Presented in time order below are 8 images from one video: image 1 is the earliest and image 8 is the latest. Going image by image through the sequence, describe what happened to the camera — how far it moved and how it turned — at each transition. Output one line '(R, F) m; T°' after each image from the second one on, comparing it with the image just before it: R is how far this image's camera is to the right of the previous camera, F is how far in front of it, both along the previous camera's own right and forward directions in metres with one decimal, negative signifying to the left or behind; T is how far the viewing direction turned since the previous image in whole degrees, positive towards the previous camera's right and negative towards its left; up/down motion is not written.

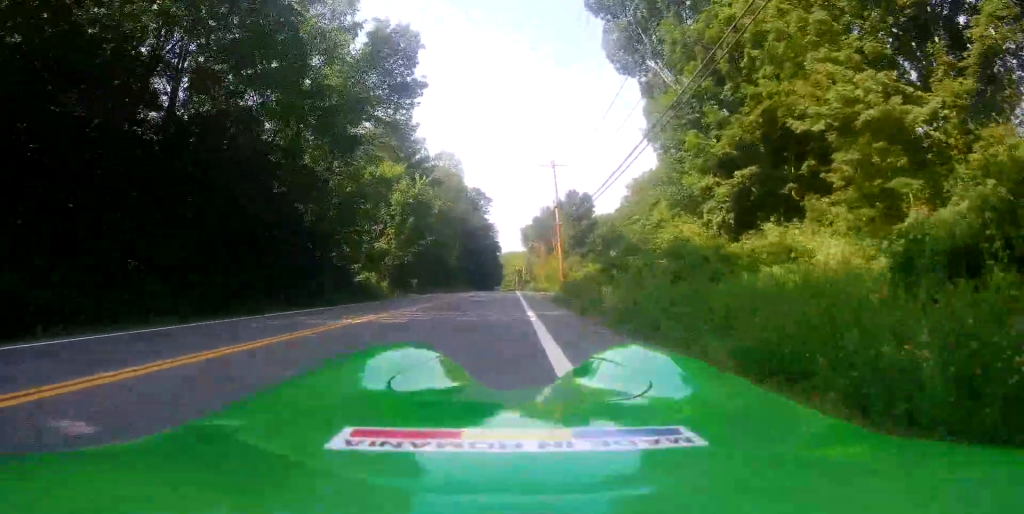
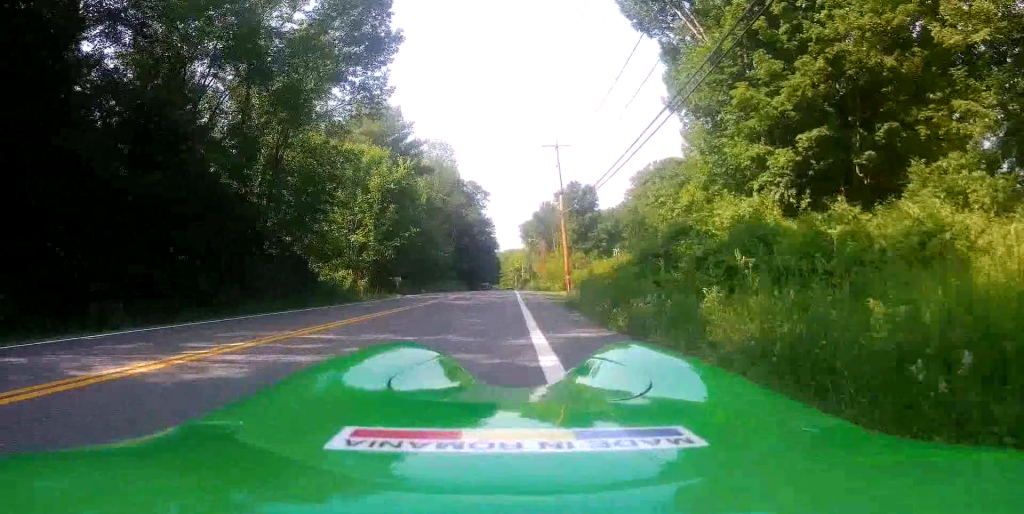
(-0.1, +6.8) m; -1°
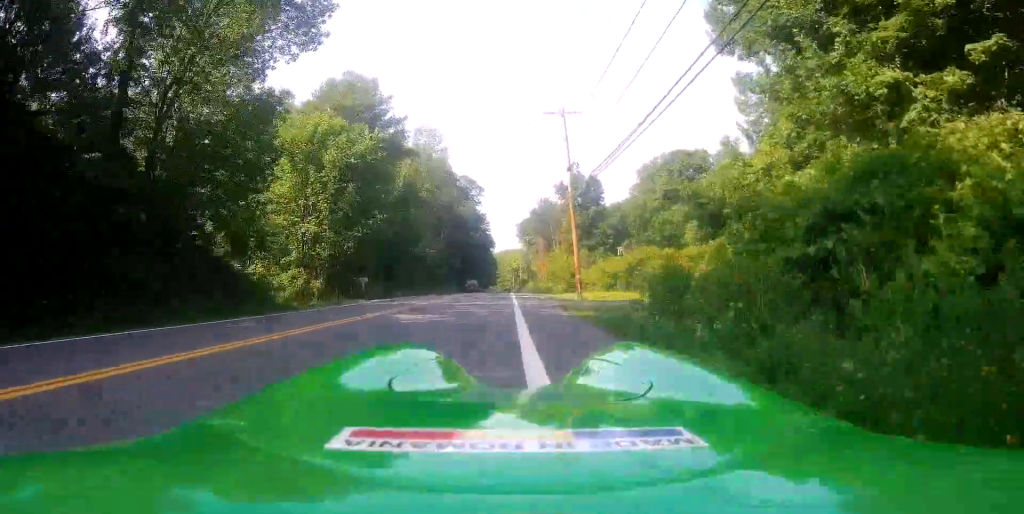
(-0.1, +10.0) m; 0°
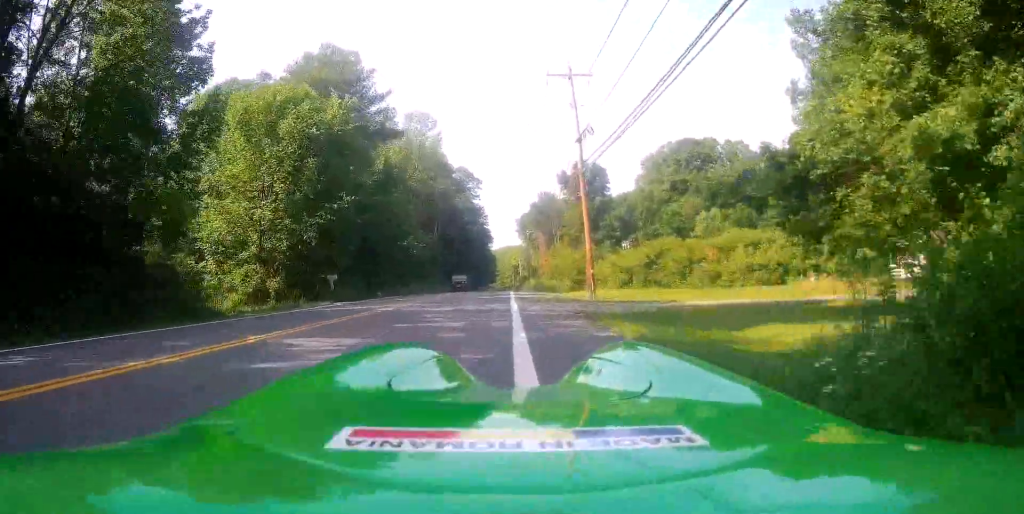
(0.0, +6.6) m; +1°
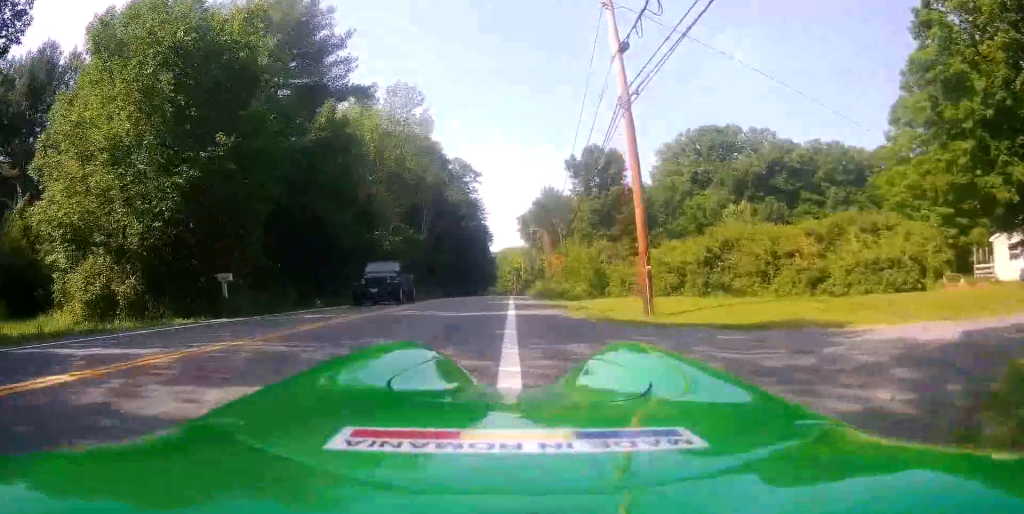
(+0.2, +11.3) m; 0°
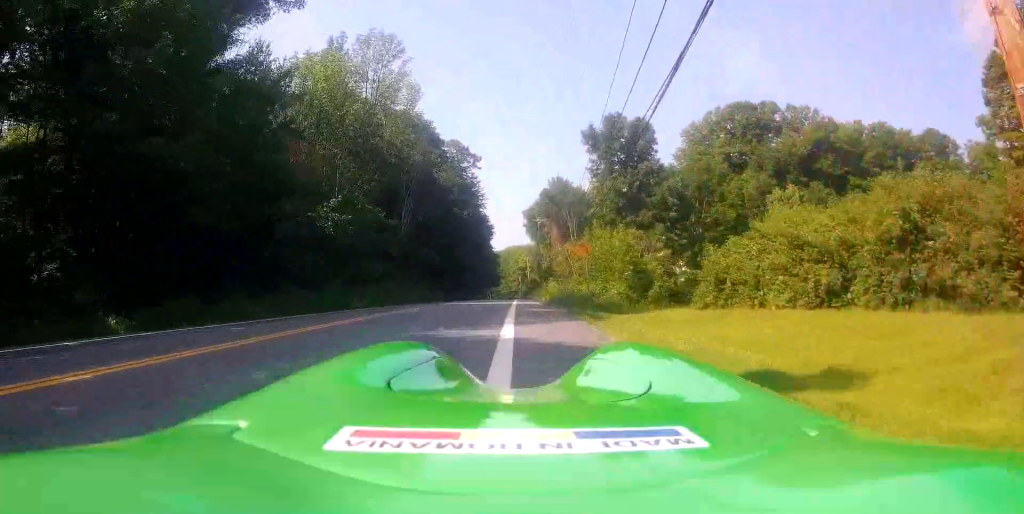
(-0.4, +13.6) m; -1°
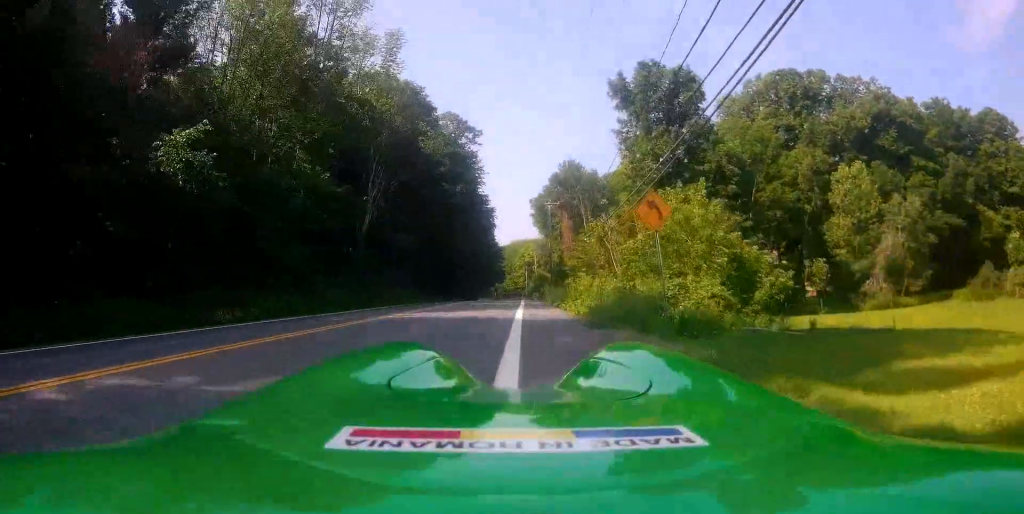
(+0.3, +14.1) m; +2°
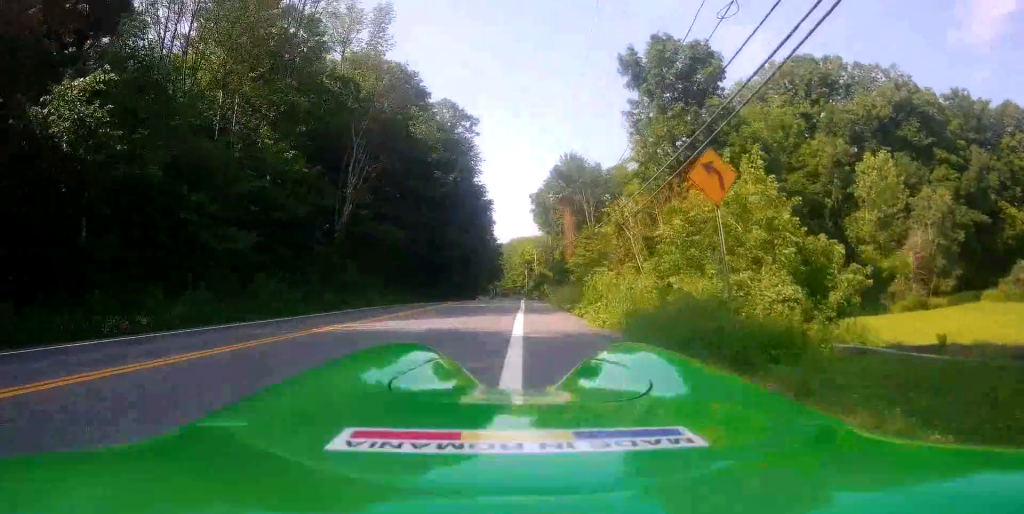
(0.0, +4.7) m; 0°
